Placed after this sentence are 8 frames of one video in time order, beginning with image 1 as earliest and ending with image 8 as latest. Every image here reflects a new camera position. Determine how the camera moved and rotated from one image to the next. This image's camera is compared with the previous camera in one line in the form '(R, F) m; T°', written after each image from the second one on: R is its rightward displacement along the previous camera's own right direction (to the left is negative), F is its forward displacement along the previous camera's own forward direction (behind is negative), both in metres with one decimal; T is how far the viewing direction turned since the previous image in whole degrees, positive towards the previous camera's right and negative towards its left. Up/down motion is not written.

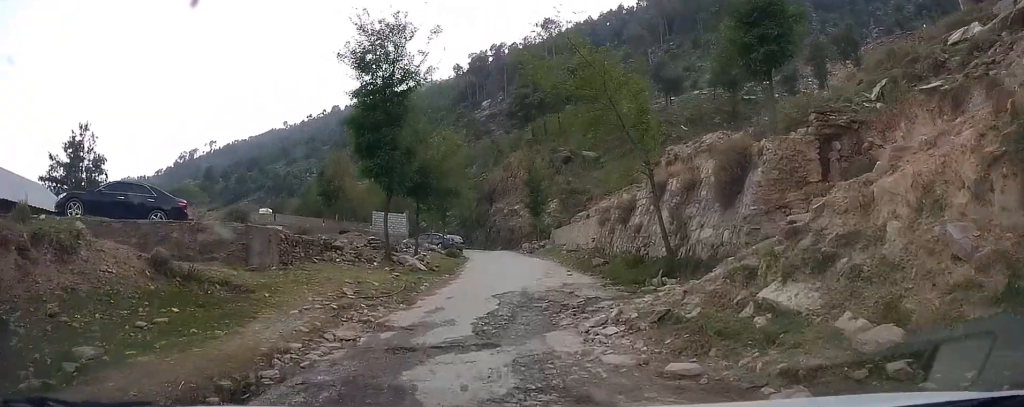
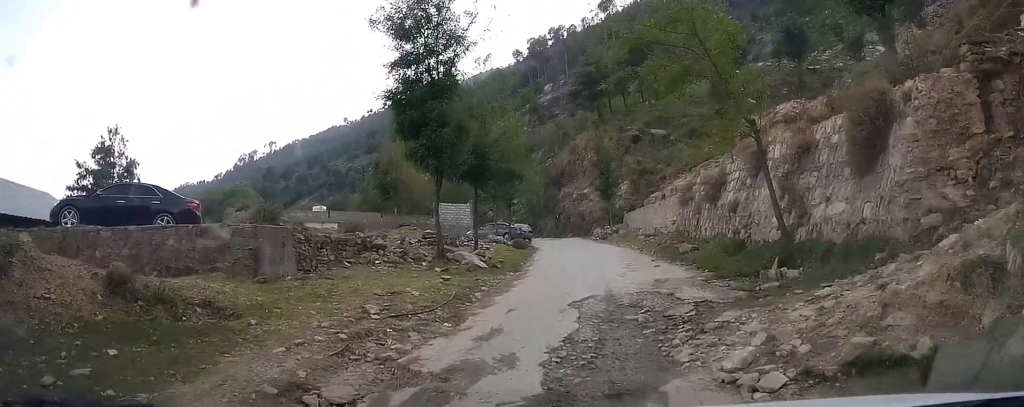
(+0.2, +3.0) m; -11°
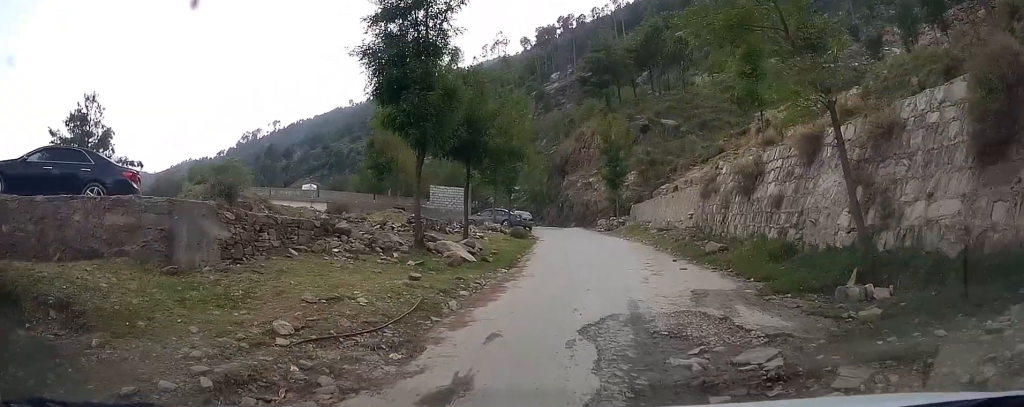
(-0.8, +3.4) m; -7°
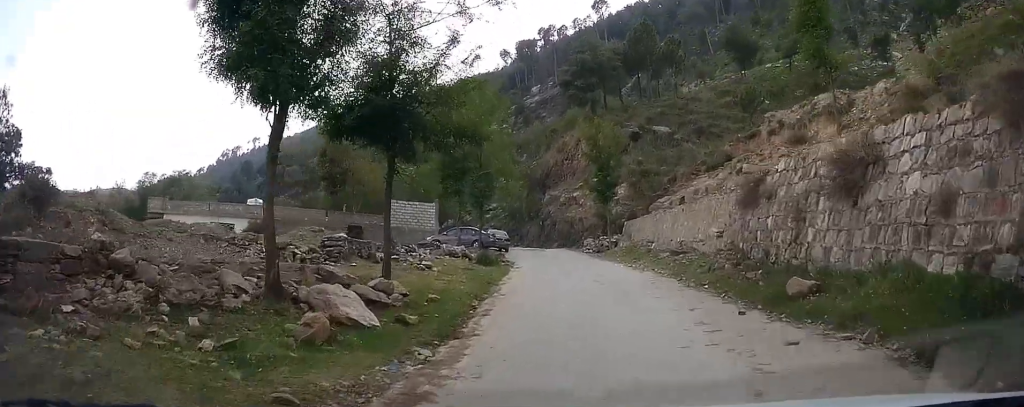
(-0.2, +7.6) m; +2°
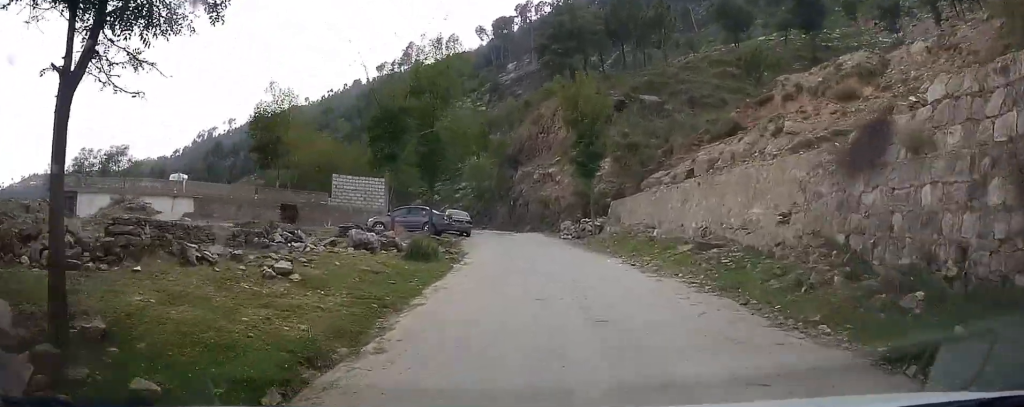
(+0.3, +7.5) m; +3°
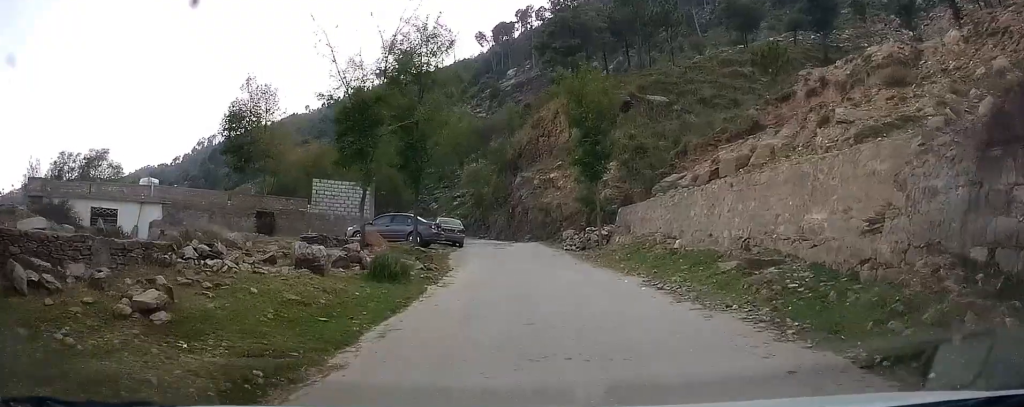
(+0.1, +3.4) m; 0°
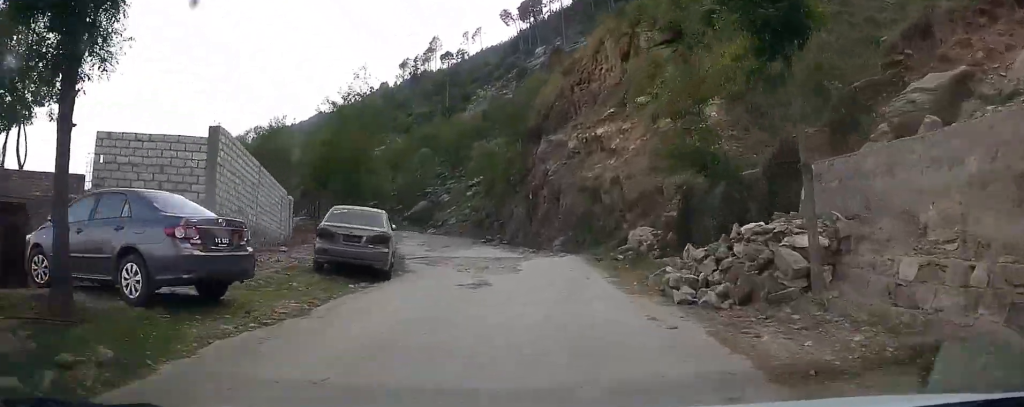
(-0.2, +16.8) m; -5°
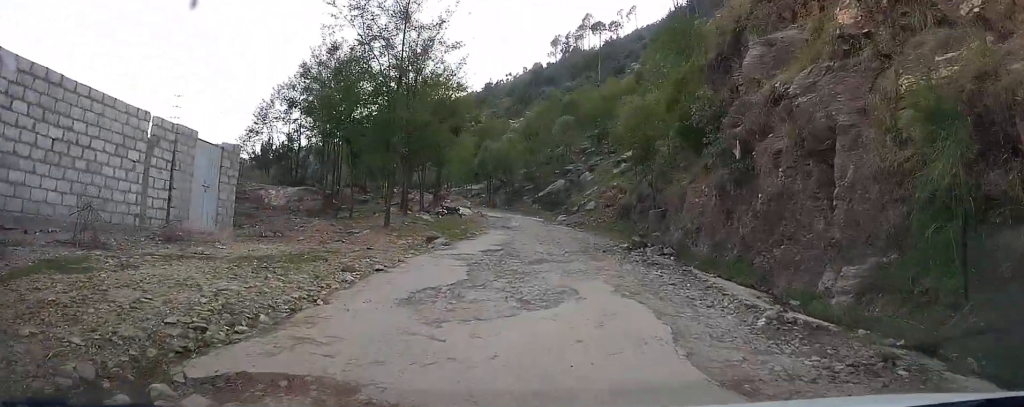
(-1.4, +16.6) m; -10°
